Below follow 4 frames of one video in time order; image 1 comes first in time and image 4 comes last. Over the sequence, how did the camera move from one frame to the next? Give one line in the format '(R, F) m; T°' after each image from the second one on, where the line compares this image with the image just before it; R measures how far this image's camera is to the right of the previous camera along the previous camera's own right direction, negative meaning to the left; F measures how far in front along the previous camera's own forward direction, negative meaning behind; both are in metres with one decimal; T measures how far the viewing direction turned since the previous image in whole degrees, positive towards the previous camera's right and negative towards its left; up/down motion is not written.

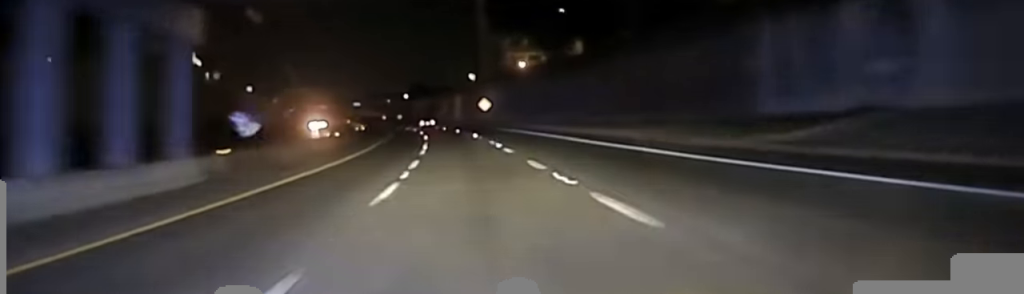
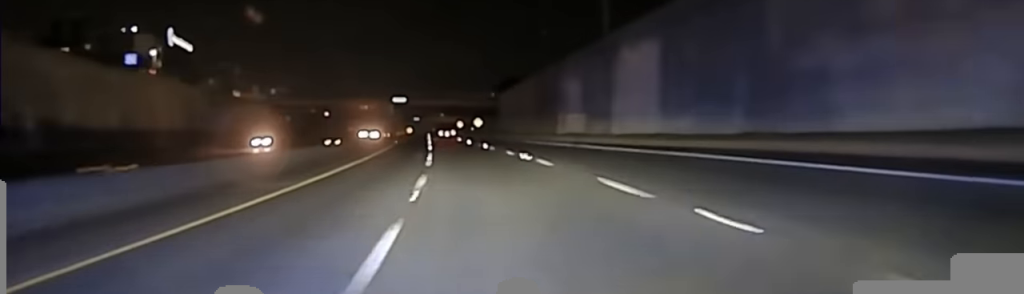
(-6.9, +129.9) m; -5°
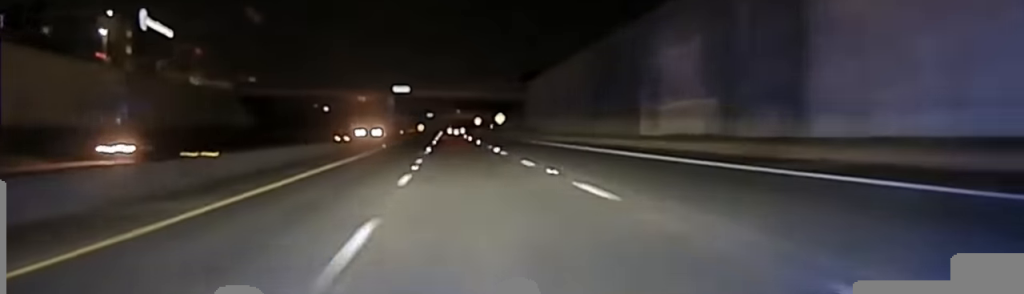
(-0.4, +38.2) m; -1°
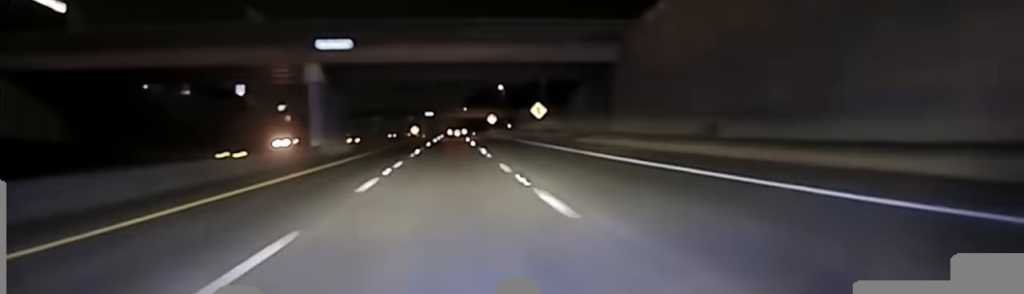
(-0.9, +72.4) m; -1°
